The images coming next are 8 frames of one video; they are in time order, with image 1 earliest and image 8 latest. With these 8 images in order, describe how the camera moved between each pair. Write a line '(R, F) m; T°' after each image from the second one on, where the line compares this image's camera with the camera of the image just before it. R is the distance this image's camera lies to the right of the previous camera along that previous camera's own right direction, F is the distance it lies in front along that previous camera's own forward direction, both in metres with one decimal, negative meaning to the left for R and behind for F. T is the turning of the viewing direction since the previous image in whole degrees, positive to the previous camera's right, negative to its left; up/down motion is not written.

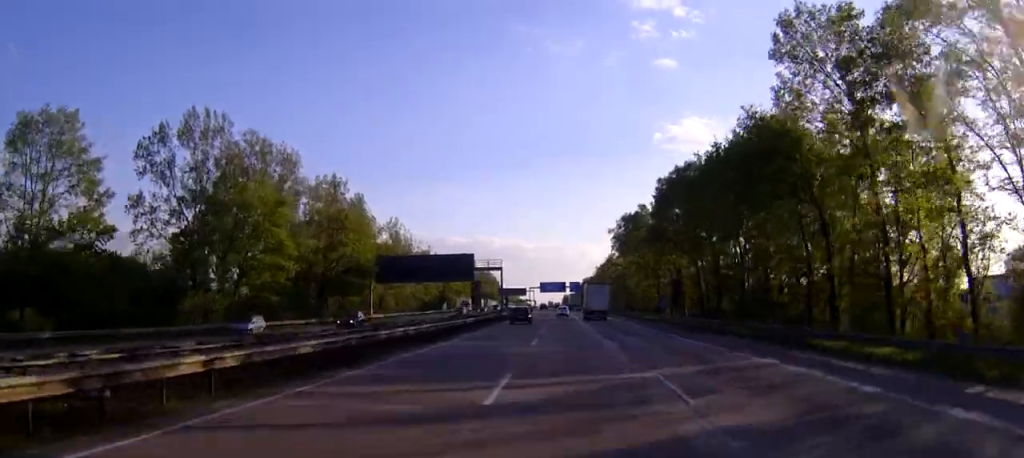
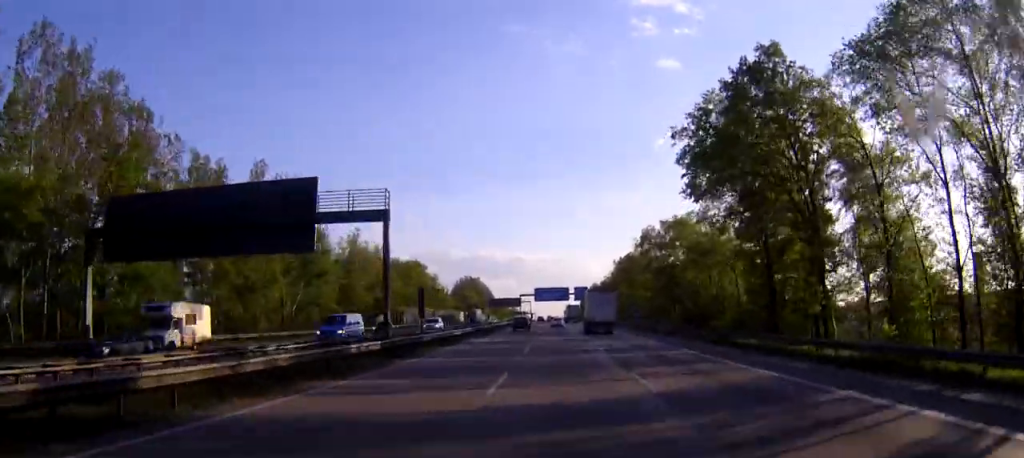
(0.0, +68.6) m; 0°
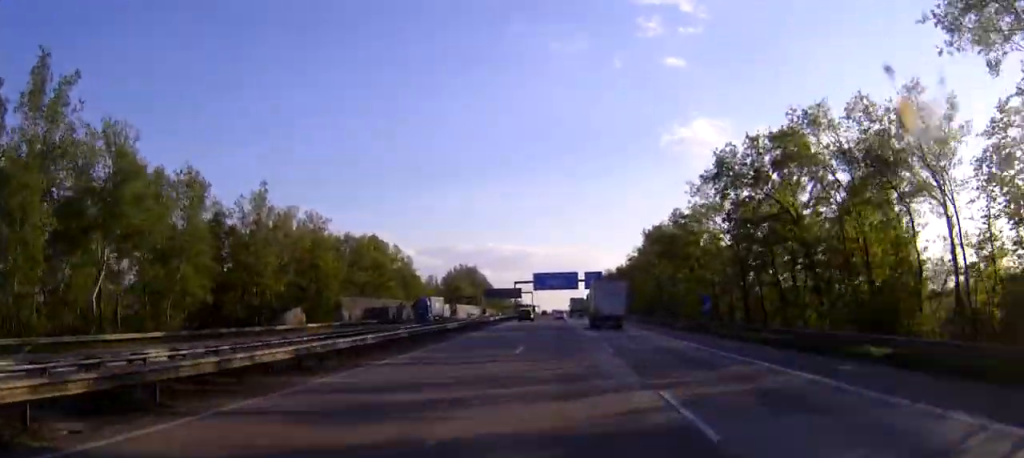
(-0.4, +42.3) m; -1°
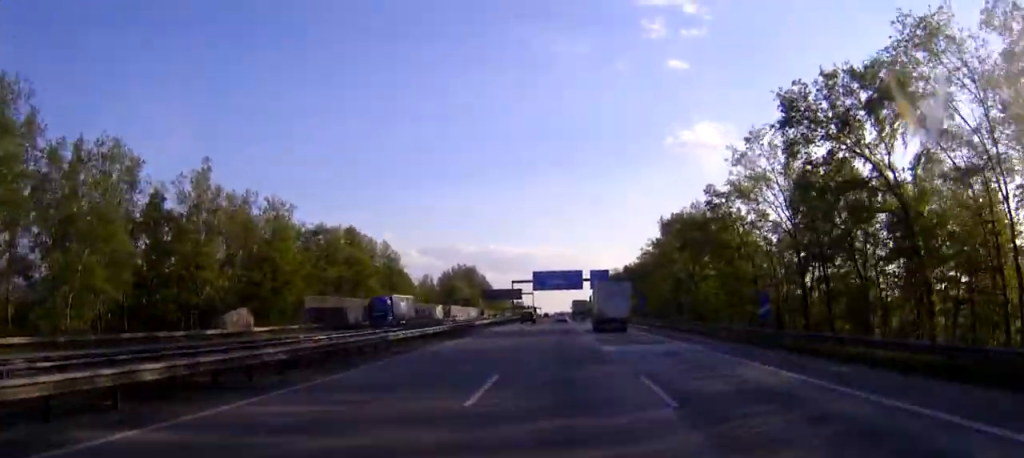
(-0.1, +15.3) m; 0°
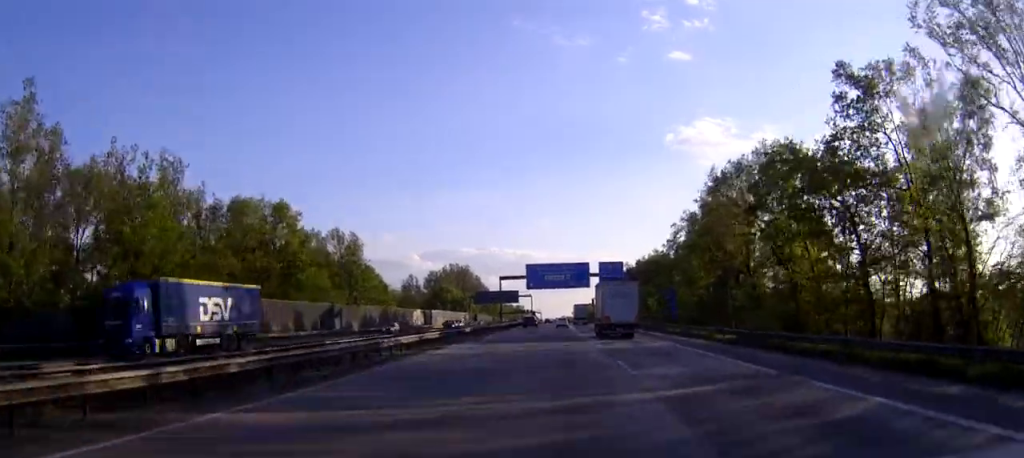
(0.0, +28.7) m; 0°
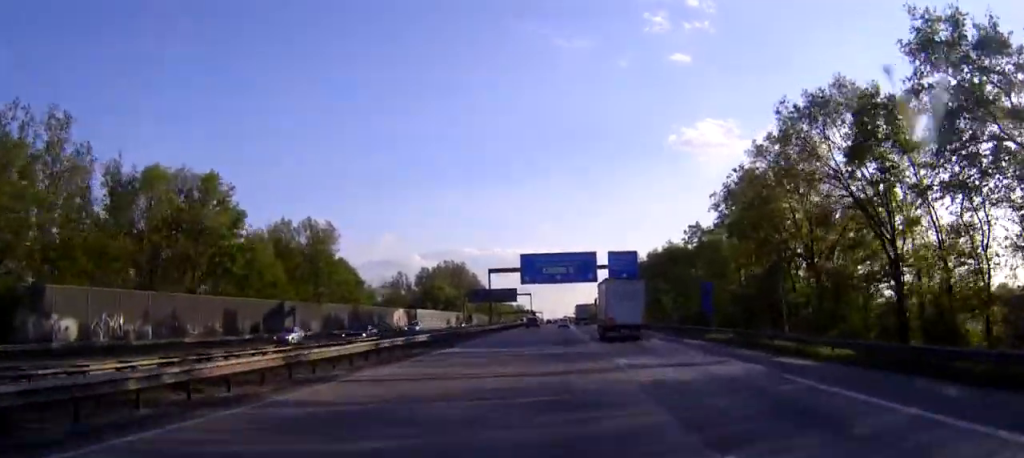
(0.0, +18.1) m; 0°
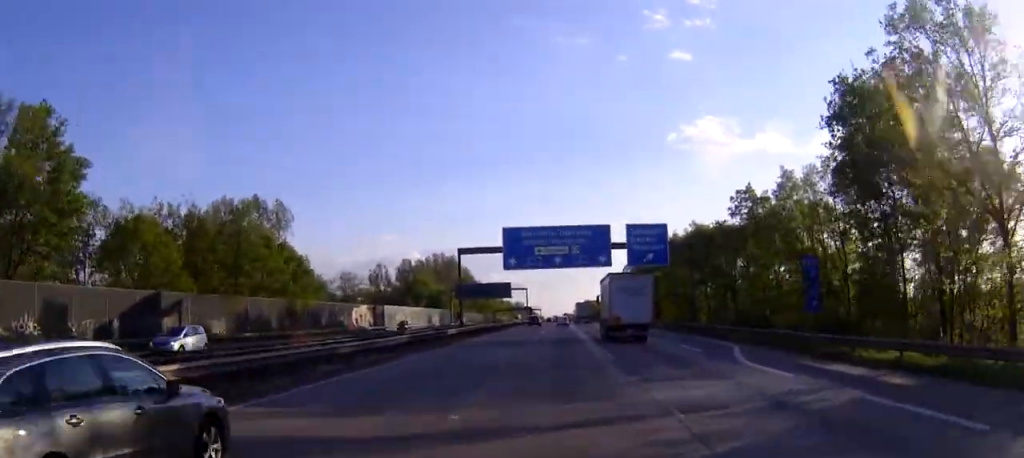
(0.0, +25.6) m; 0°
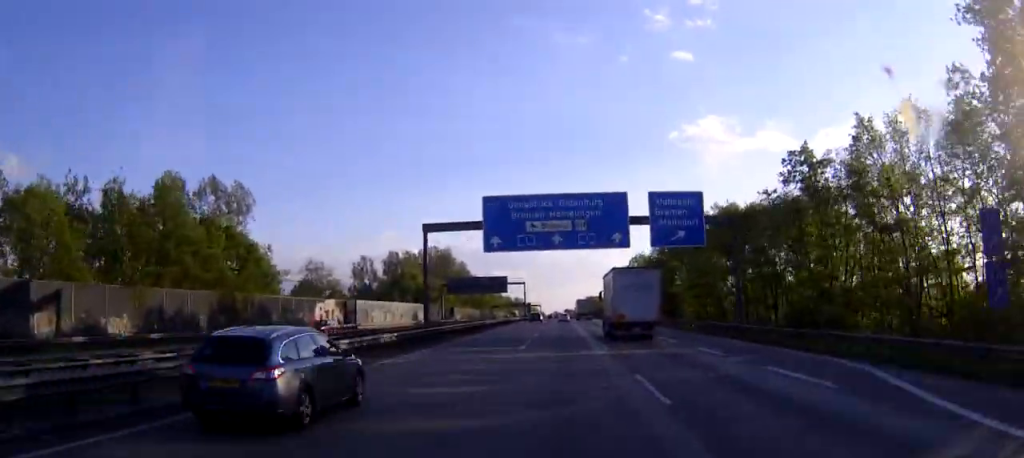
(0.0, +16.1) m; 0°
